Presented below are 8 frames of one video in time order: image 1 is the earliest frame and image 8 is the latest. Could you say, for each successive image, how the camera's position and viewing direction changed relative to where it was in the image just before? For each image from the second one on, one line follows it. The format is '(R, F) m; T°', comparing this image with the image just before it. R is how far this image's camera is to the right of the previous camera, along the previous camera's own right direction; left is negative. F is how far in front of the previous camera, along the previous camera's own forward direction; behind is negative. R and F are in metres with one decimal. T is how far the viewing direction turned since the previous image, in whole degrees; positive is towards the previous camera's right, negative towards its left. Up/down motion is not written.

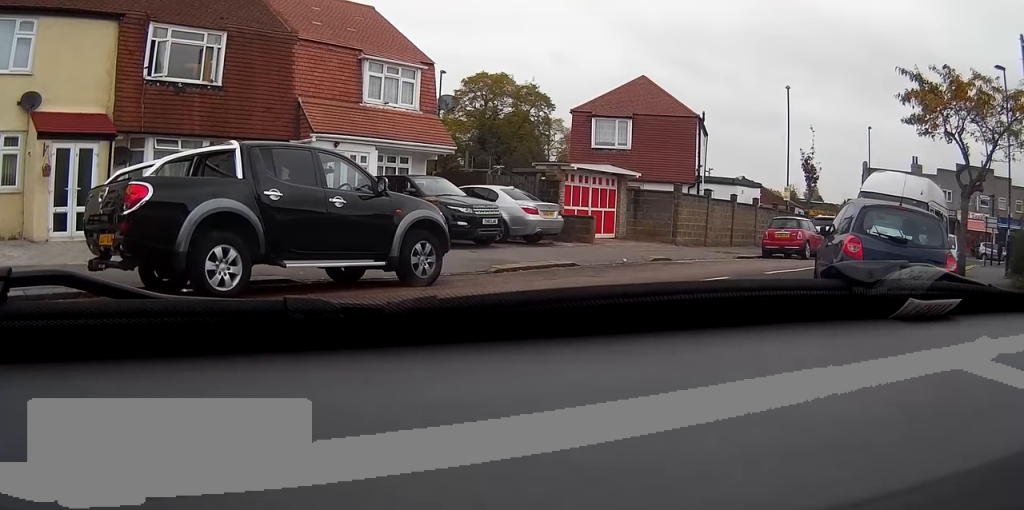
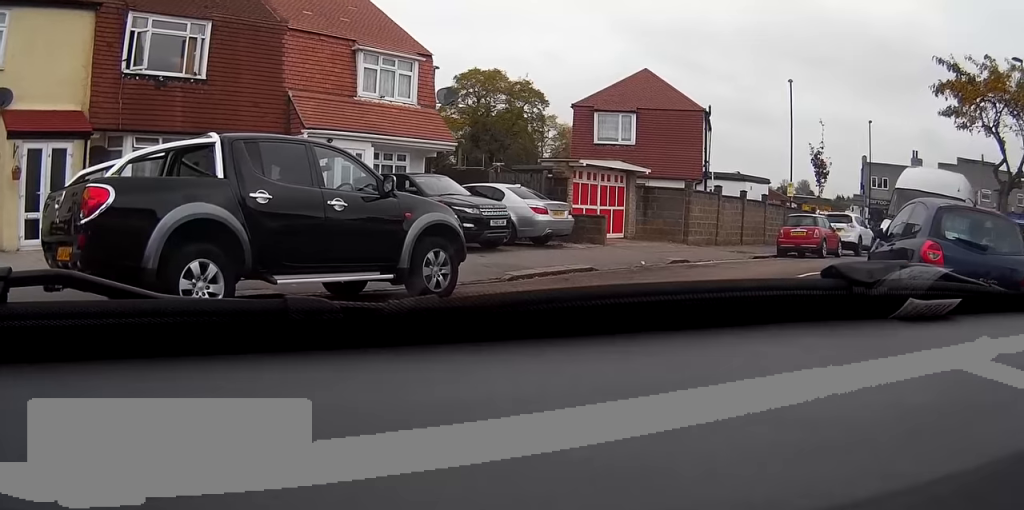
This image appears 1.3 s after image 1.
(0.0, +1.6) m; +6°
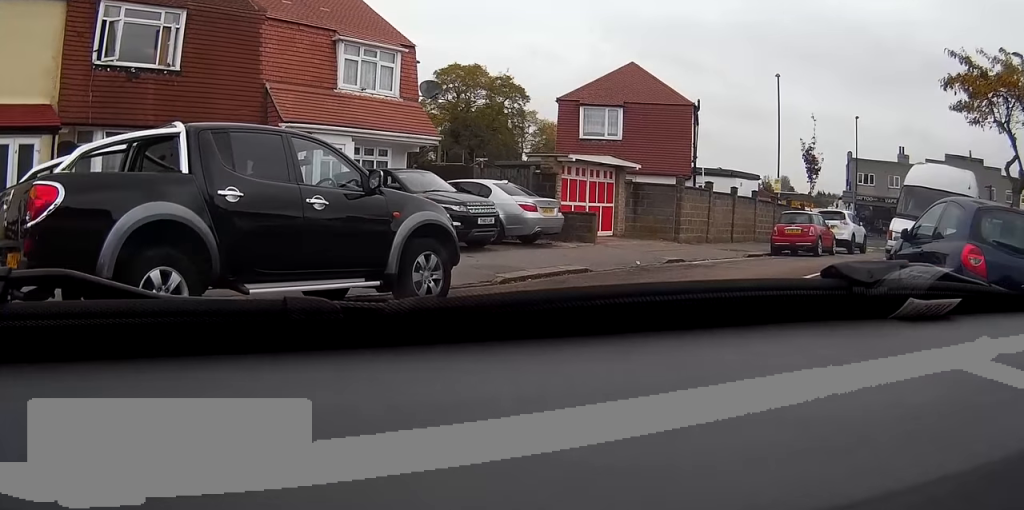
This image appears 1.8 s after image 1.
(0.0, +1.0) m; +10°
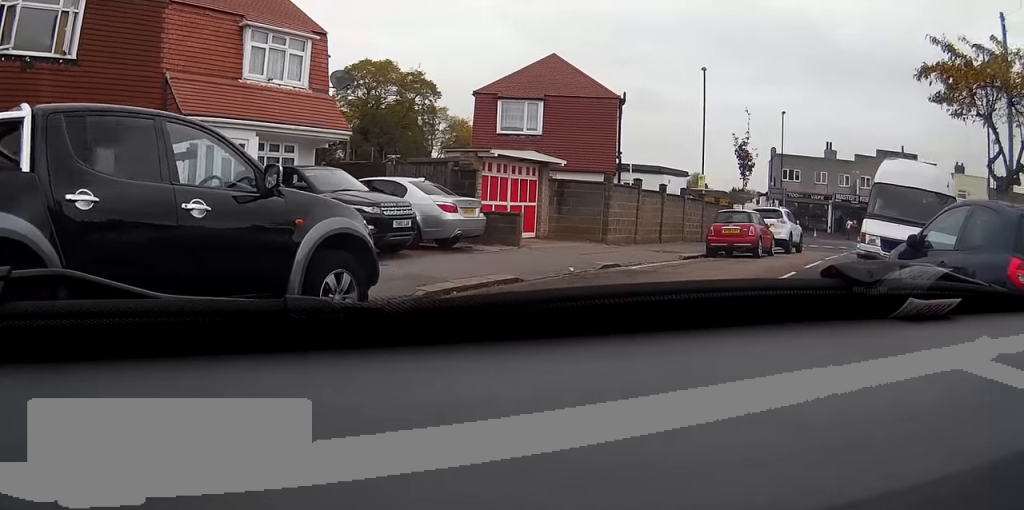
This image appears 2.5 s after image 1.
(+0.1, +1.6) m; +14°
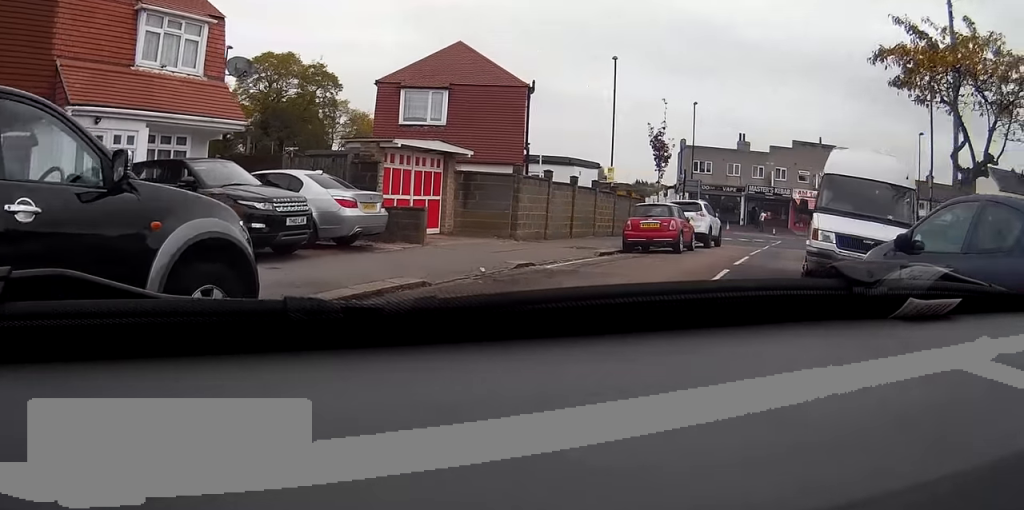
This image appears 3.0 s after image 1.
(+0.3, +1.4) m; +5°
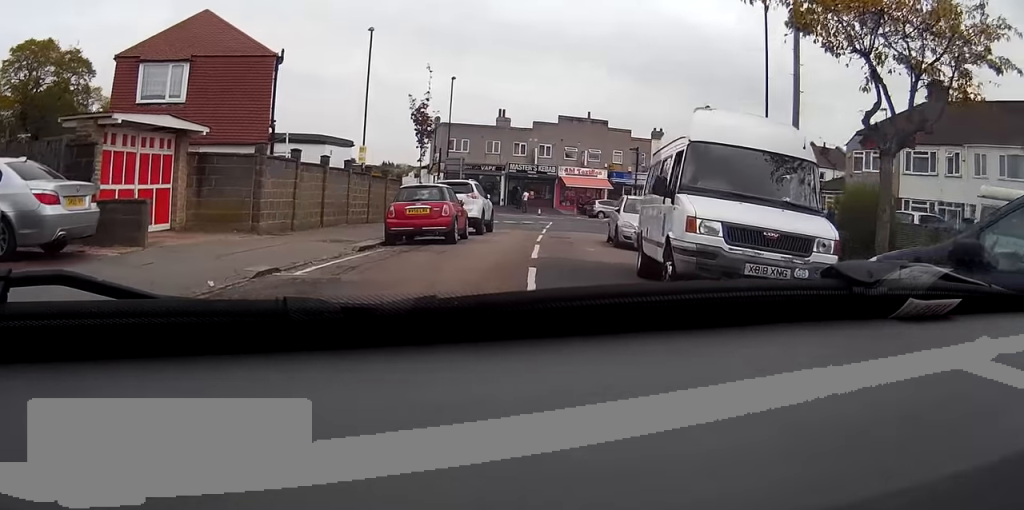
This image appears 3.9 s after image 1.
(+0.3, +3.6) m; +5°
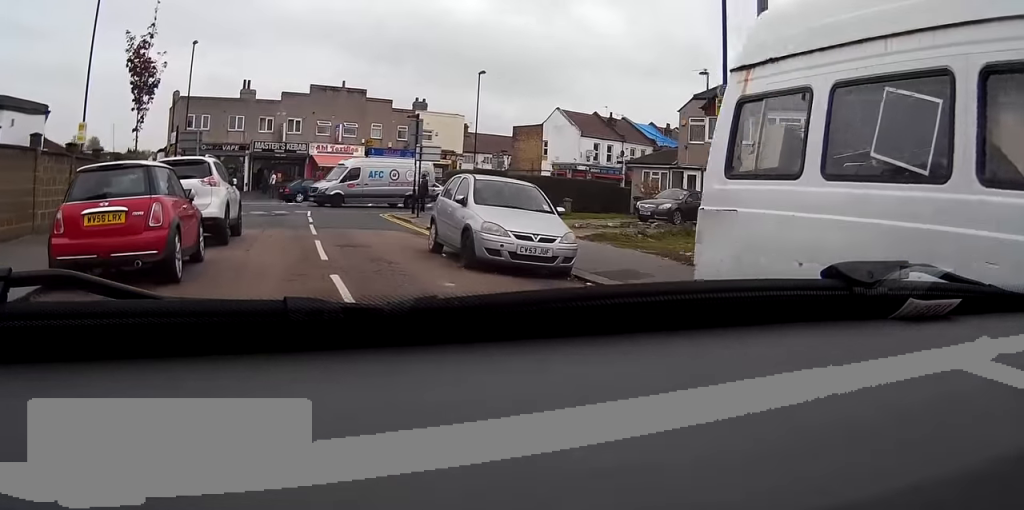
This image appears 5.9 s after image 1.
(+0.7, +9.1) m; +11°
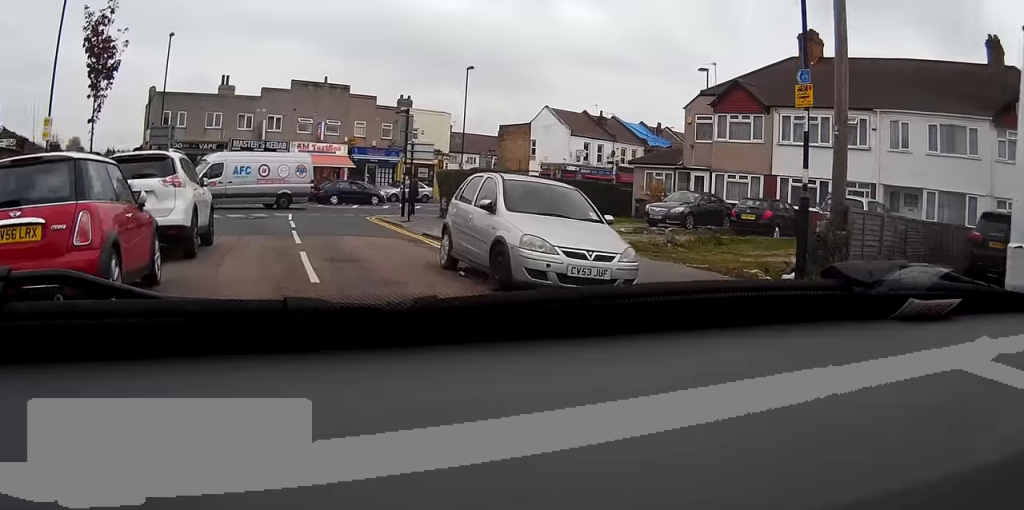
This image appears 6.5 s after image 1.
(+0.1, +2.6) m; +3°
